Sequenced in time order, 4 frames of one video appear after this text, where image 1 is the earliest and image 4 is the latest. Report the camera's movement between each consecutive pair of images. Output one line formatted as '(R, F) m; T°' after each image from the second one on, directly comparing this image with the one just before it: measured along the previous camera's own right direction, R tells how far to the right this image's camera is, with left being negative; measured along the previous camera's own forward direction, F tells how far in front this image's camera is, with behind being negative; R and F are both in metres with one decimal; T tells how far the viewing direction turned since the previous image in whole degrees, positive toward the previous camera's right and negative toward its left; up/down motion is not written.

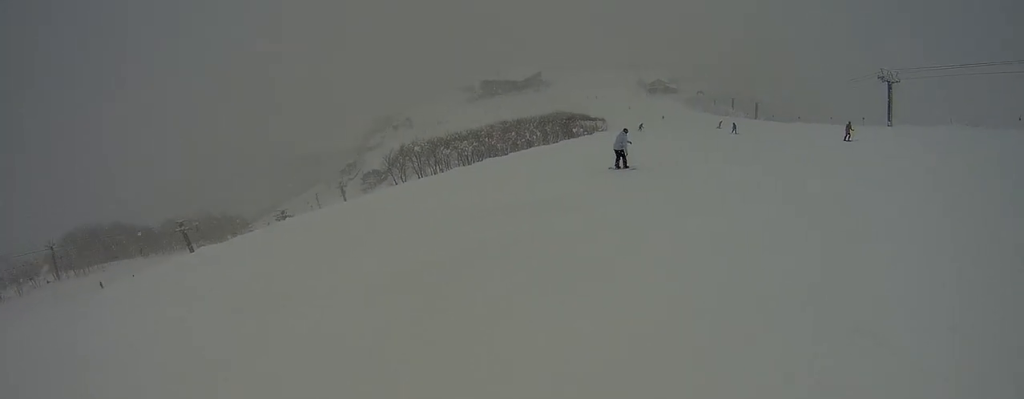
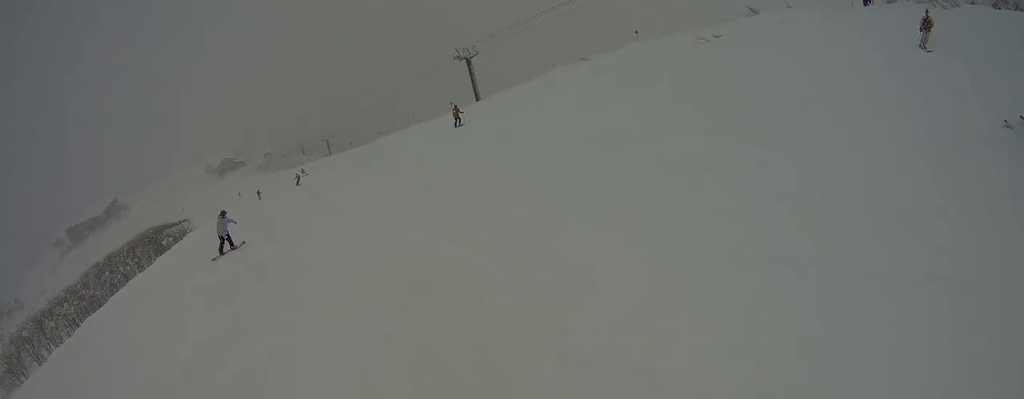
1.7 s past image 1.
(+2.9, +5.3) m; +50°
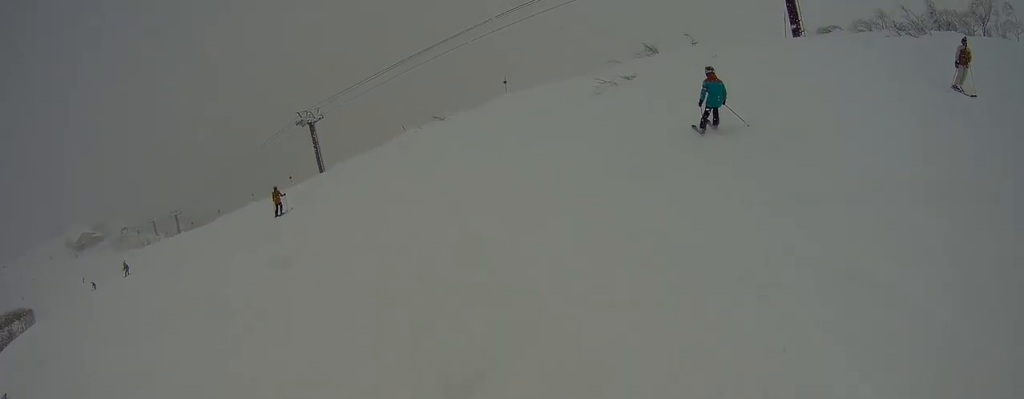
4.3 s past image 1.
(+6.0, +8.7) m; +43°
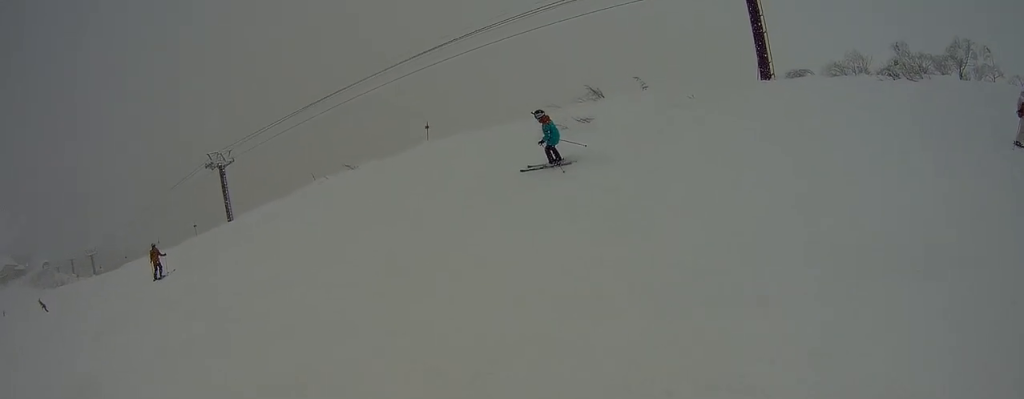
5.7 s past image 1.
(+0.1, +5.4) m; +5°
